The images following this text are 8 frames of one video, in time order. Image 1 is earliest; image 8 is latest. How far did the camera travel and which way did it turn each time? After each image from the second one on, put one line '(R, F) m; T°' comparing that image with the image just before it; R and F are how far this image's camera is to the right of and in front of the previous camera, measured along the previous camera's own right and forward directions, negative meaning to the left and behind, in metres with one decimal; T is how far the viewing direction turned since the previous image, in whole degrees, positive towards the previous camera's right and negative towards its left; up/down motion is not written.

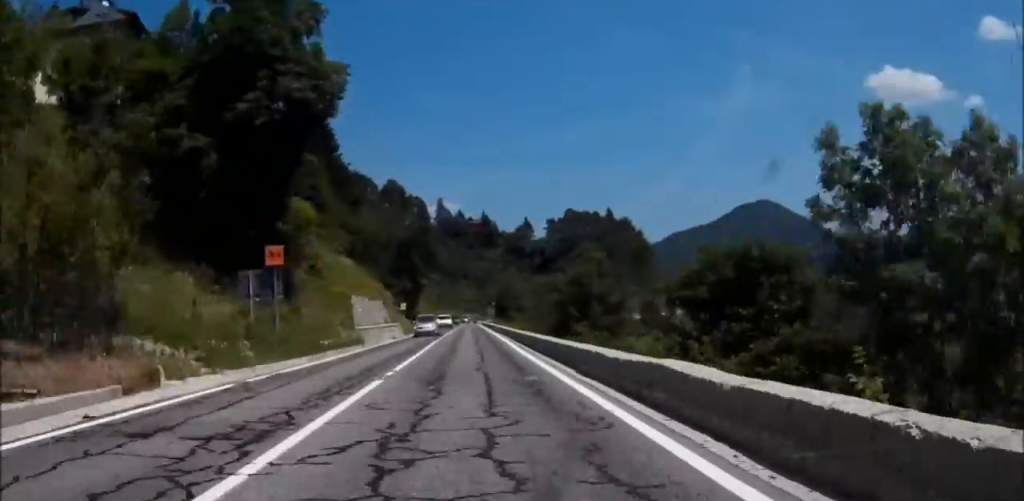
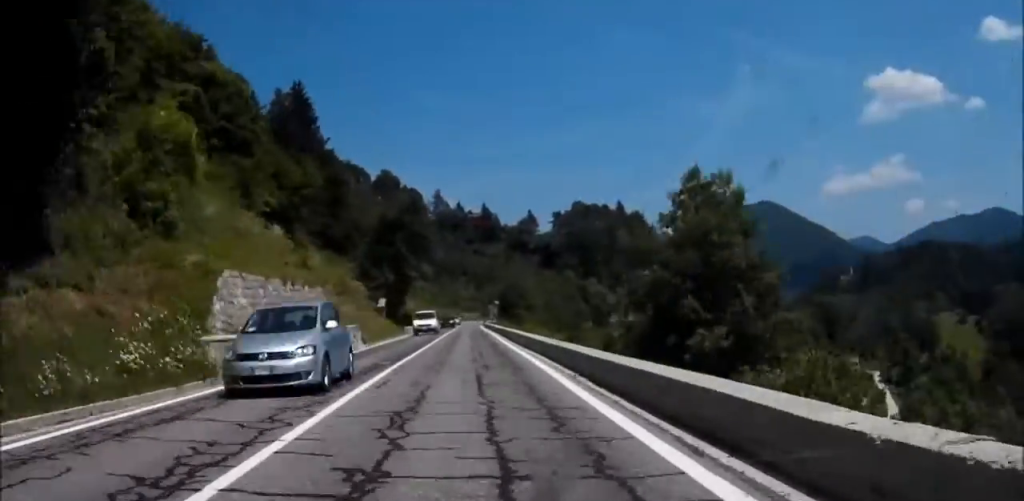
(+0.2, +21.3) m; 0°
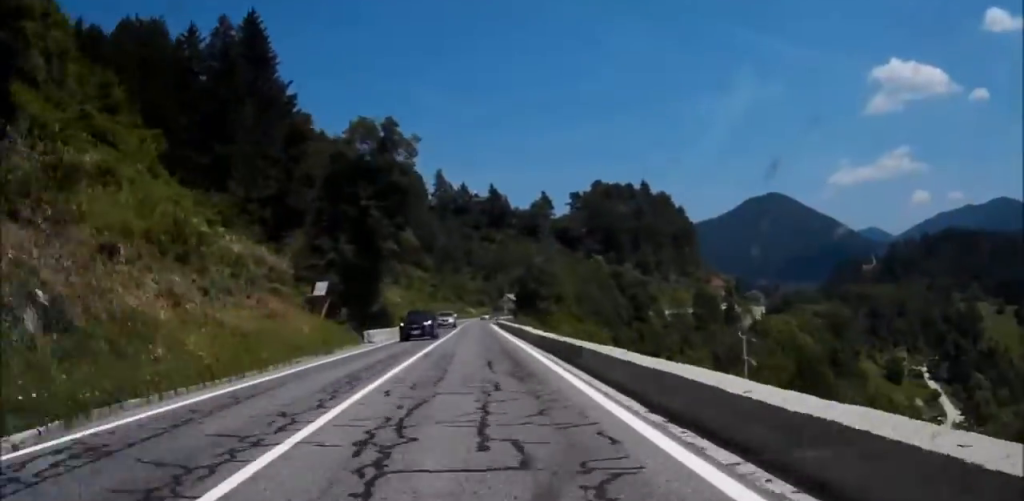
(0.0, +30.8) m; 0°
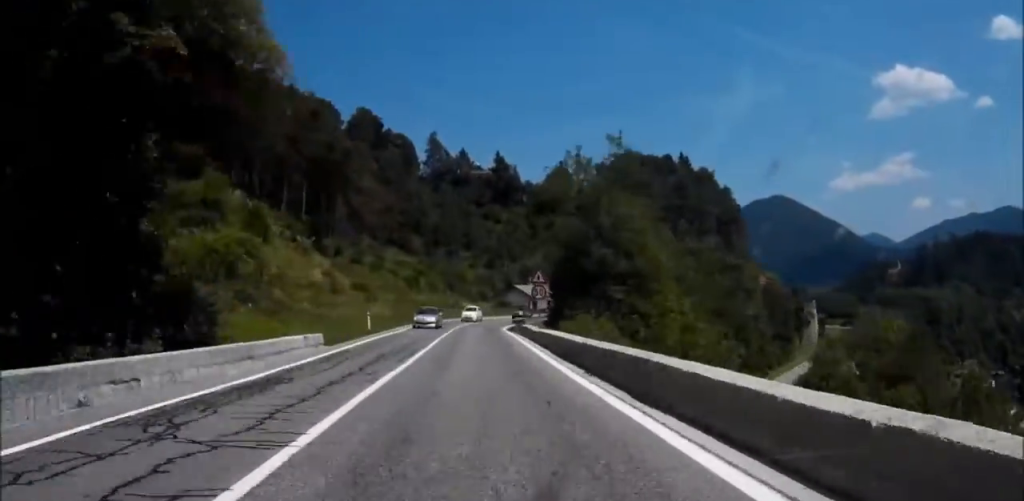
(0.0, +45.0) m; +2°
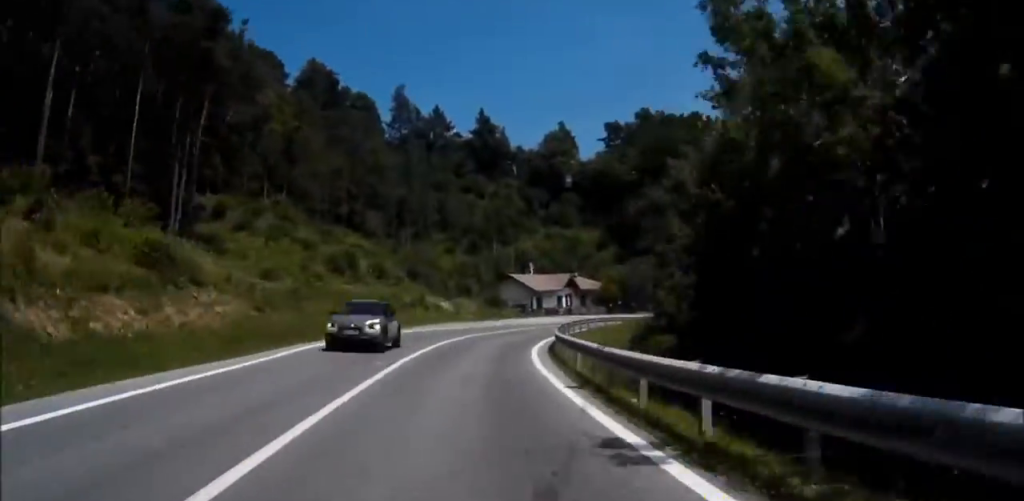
(+1.5, +40.3) m; +3°
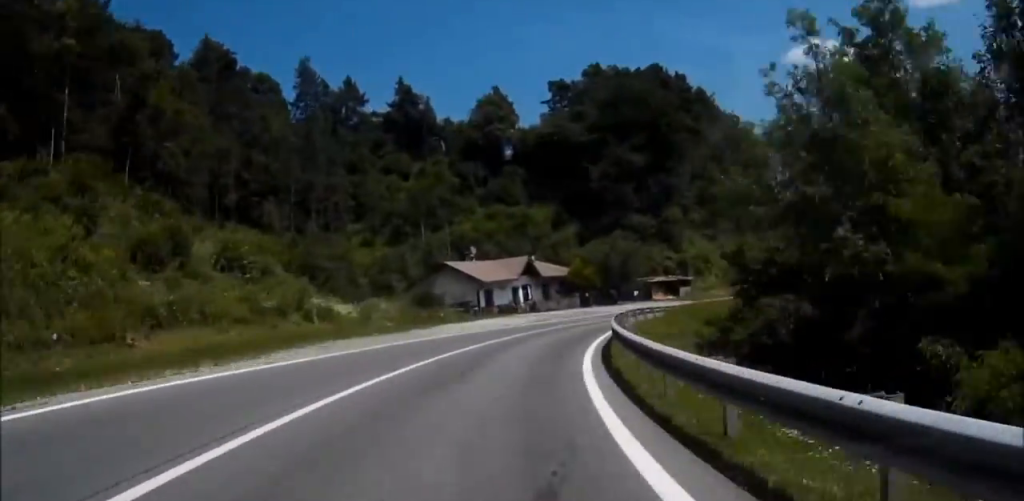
(+0.3, +24.0) m; +6°
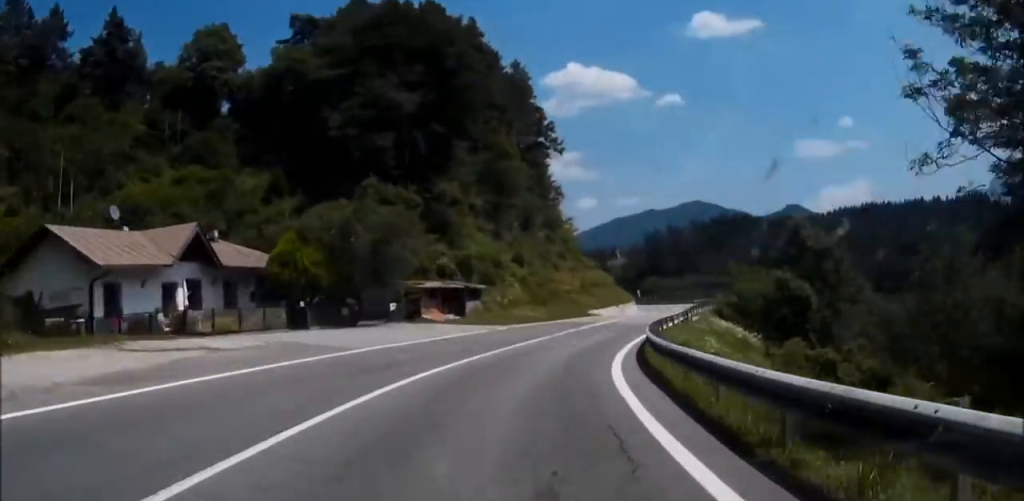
(+3.2, +34.6) m; +16°
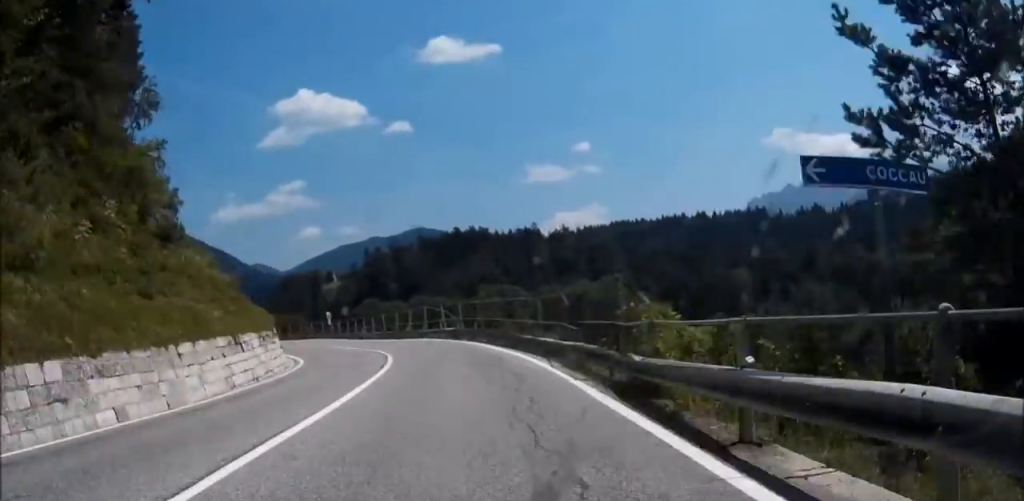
(+17.6, +65.7) m; +17°
